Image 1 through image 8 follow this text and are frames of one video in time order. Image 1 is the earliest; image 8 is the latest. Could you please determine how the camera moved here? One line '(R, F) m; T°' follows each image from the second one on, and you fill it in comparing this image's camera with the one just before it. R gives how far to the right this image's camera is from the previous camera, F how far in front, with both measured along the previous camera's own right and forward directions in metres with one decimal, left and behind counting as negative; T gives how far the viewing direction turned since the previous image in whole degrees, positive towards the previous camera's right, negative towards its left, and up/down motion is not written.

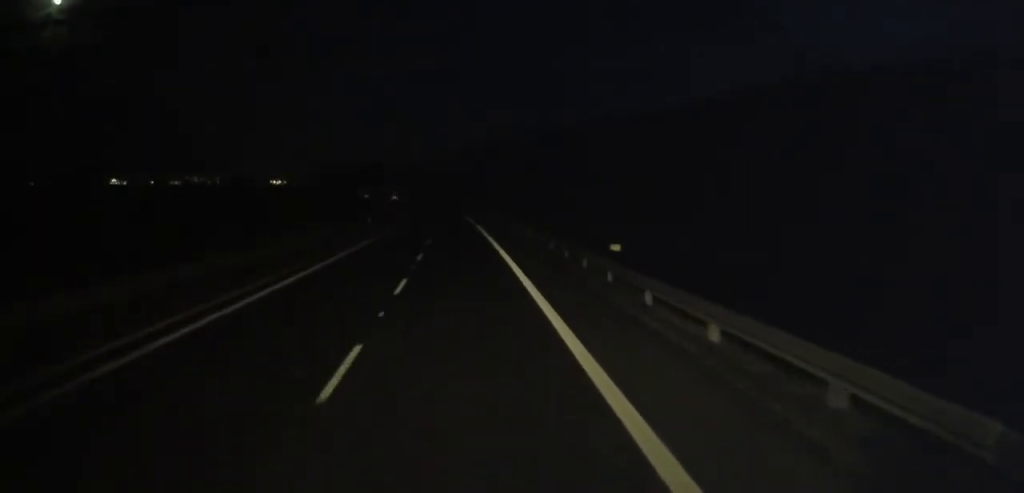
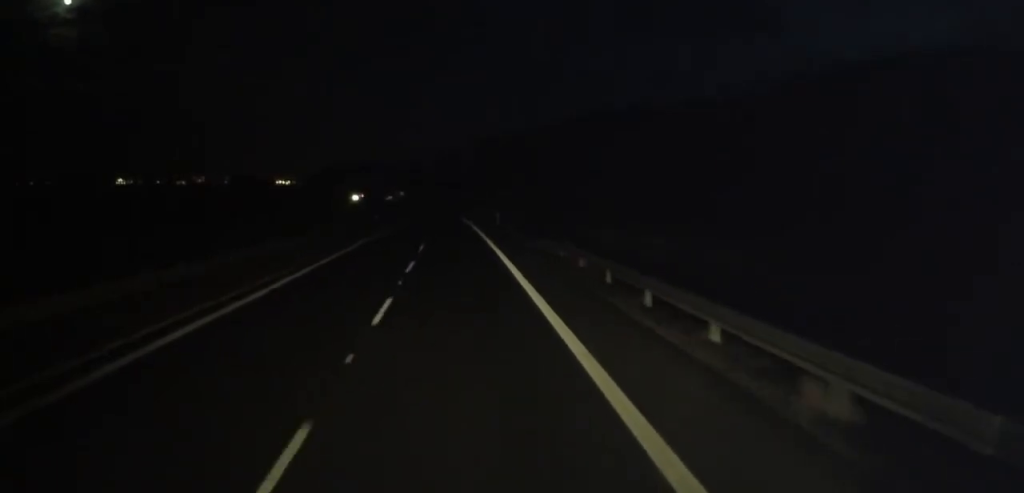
(-1.1, +39.7) m; -2°
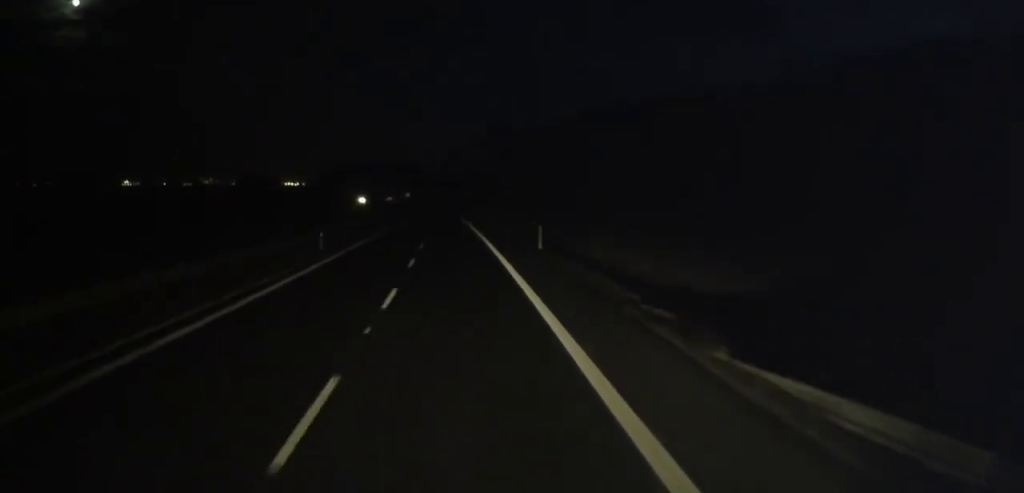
(0.0, +24.9) m; 0°
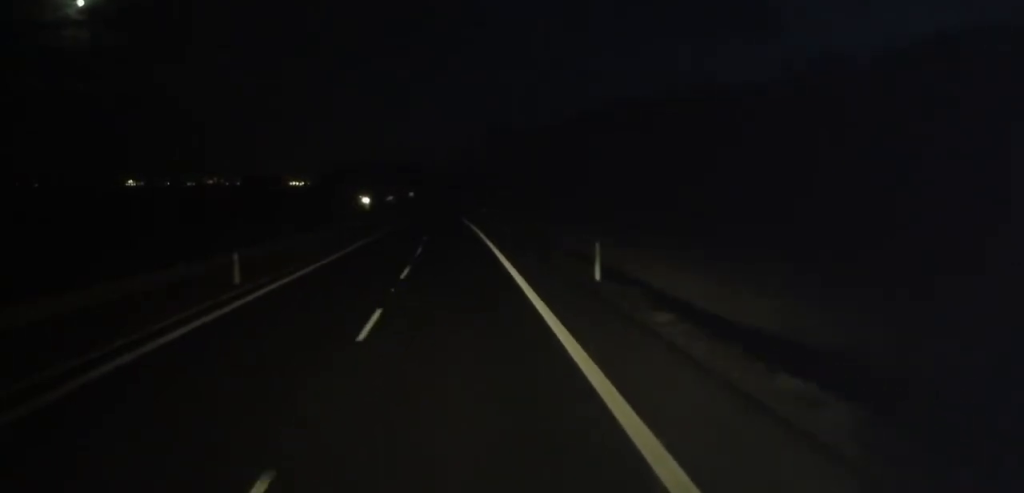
(0.0, +12.5) m; 0°
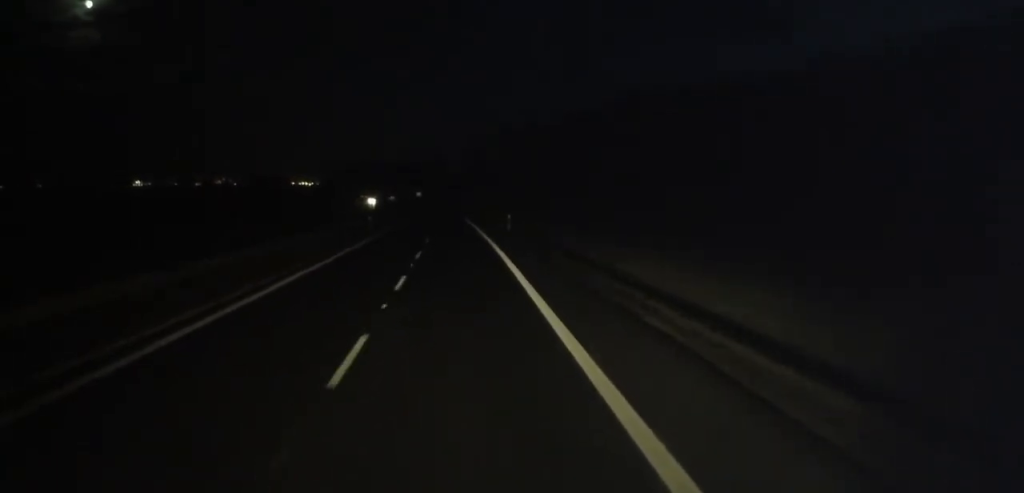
(-0.2, +20.8) m; -1°
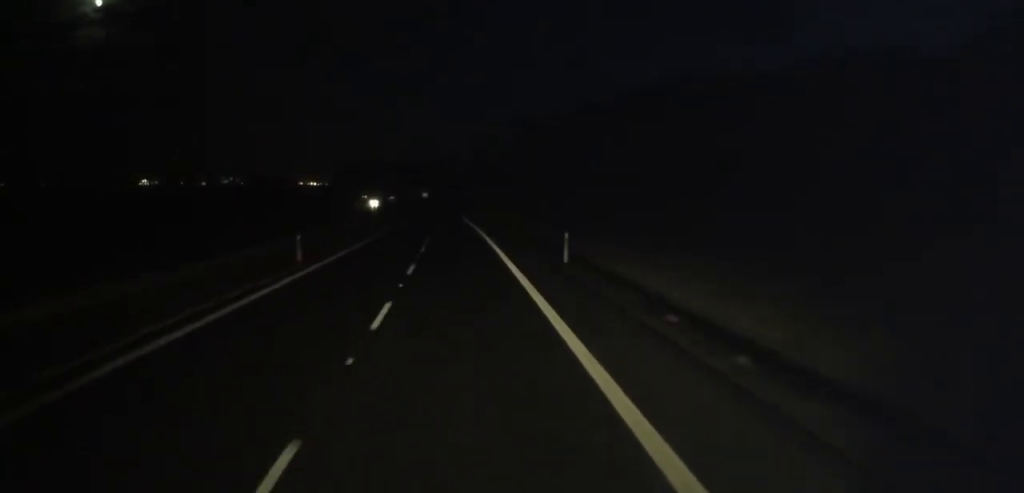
(-0.2, +23.4) m; -1°
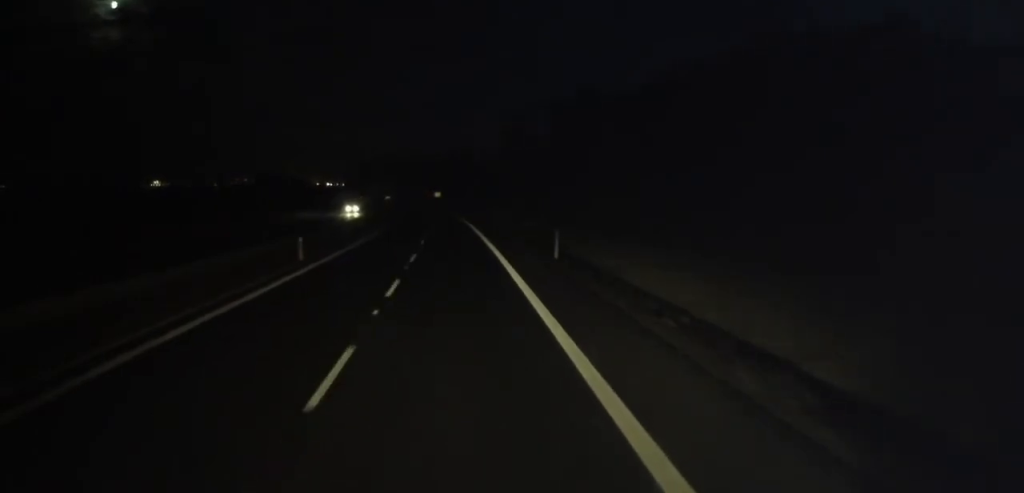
(-1.2, +50.1) m; -2°
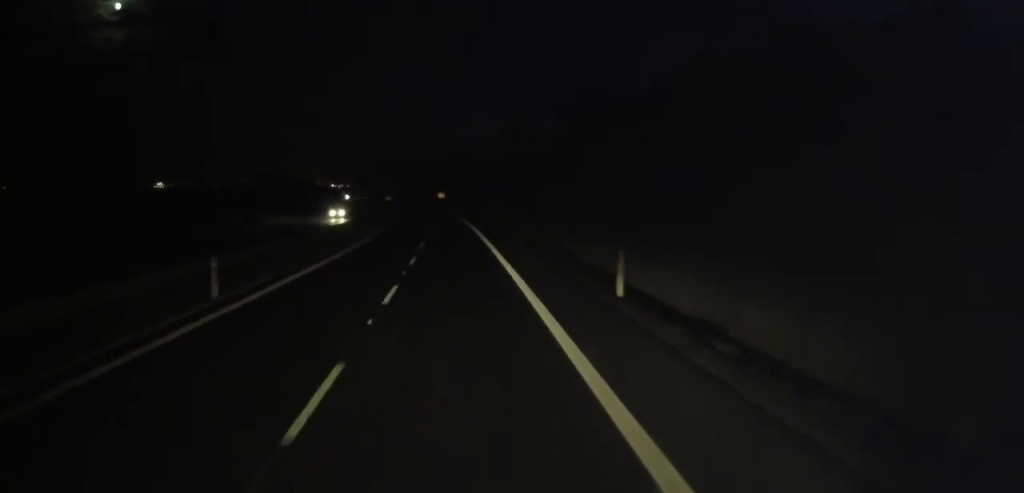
(0.0, +10.0) m; 0°
